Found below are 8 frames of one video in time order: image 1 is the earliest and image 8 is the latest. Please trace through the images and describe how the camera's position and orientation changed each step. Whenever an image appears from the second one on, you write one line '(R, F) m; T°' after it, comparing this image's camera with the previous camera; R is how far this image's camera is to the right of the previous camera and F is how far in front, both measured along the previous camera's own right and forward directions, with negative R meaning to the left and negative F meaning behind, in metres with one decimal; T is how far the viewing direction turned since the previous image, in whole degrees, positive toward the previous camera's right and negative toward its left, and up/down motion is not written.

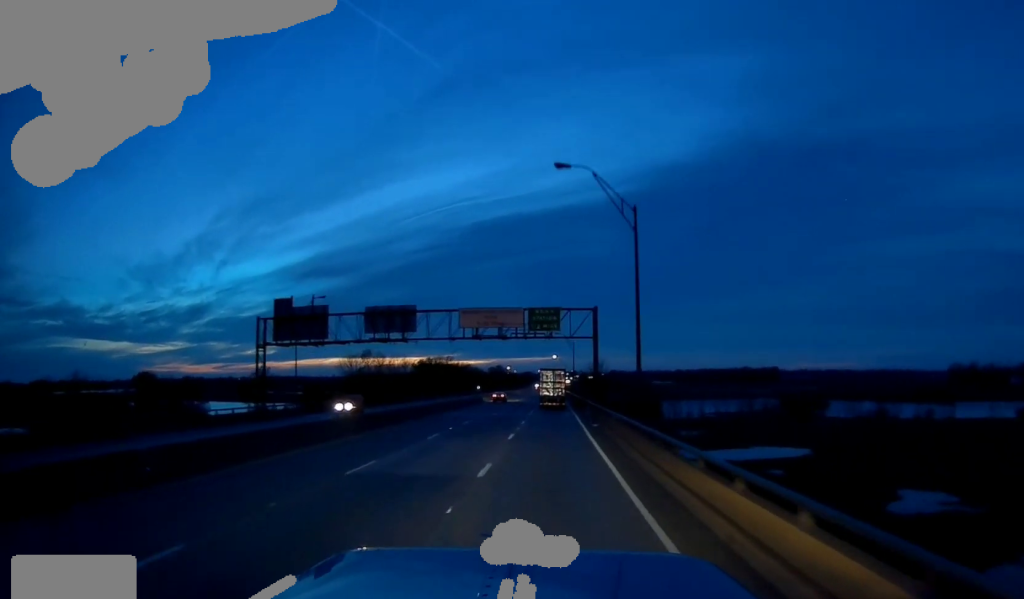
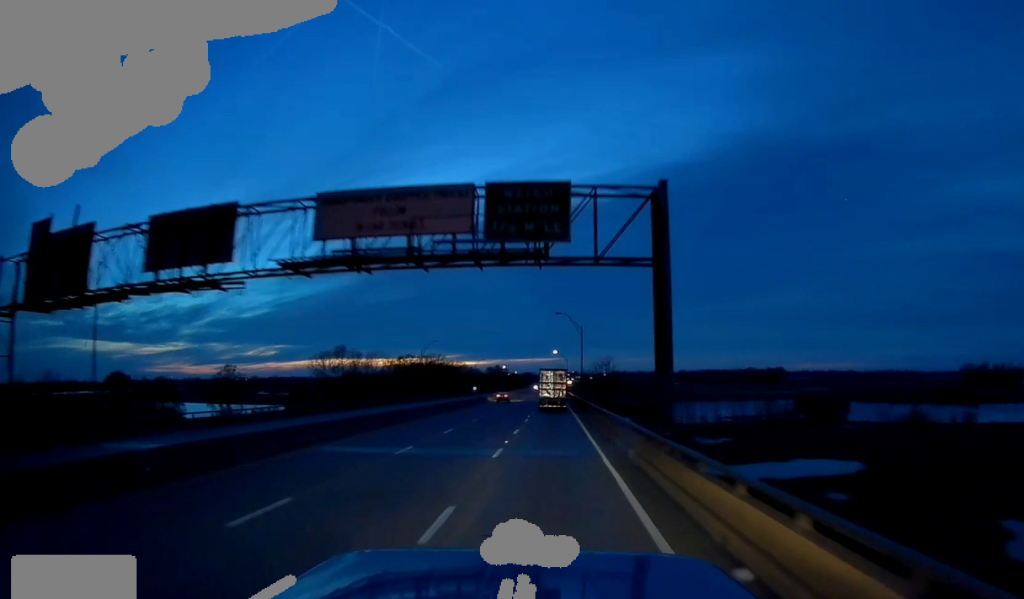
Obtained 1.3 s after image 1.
(+0.1, +32.9) m; +2°
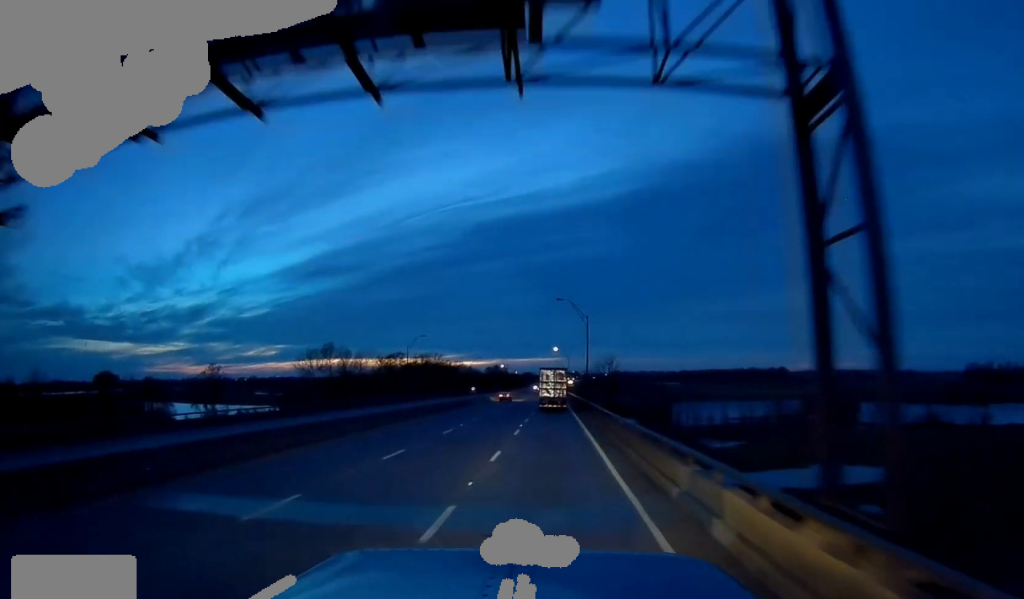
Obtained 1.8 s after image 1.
(+0.4, +12.8) m; +1°
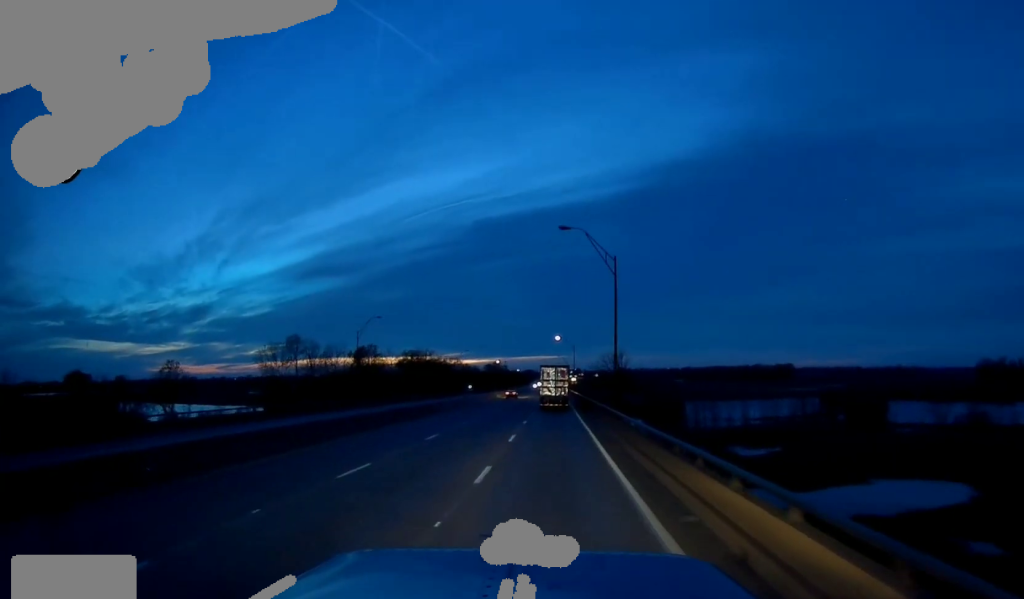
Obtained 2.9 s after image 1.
(-0.5, +29.3) m; -1°
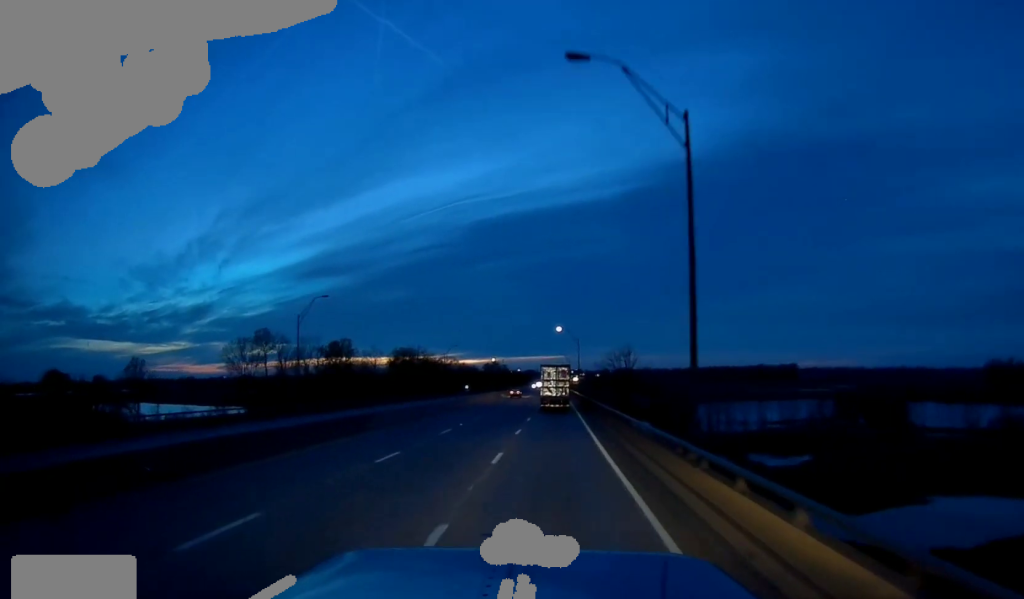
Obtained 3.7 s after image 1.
(0.0, +19.8) m; 0°
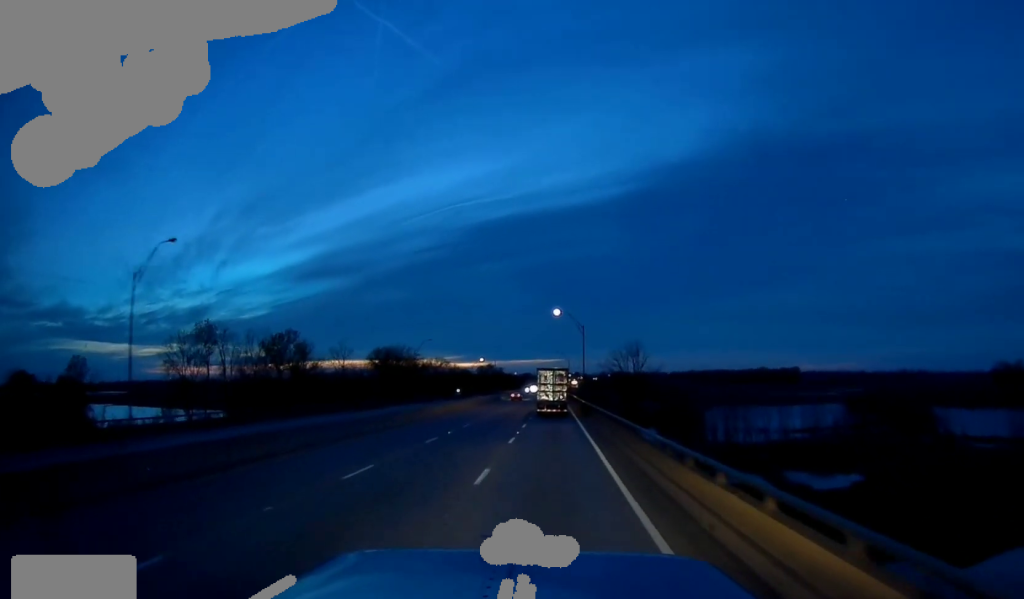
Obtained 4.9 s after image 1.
(0.0, +28.6) m; 0°
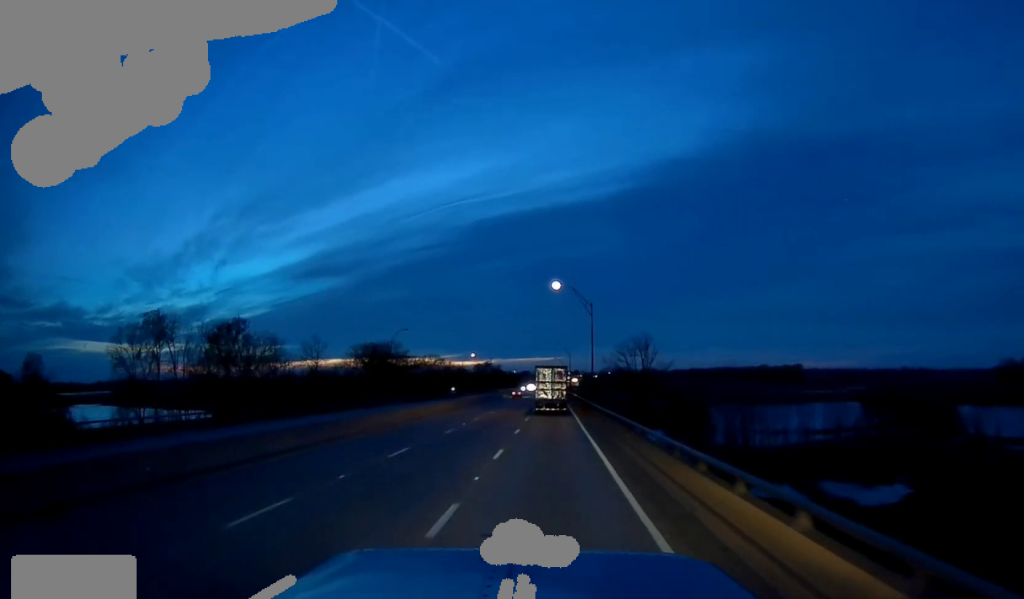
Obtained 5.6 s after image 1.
(0.0, +18.0) m; 0°
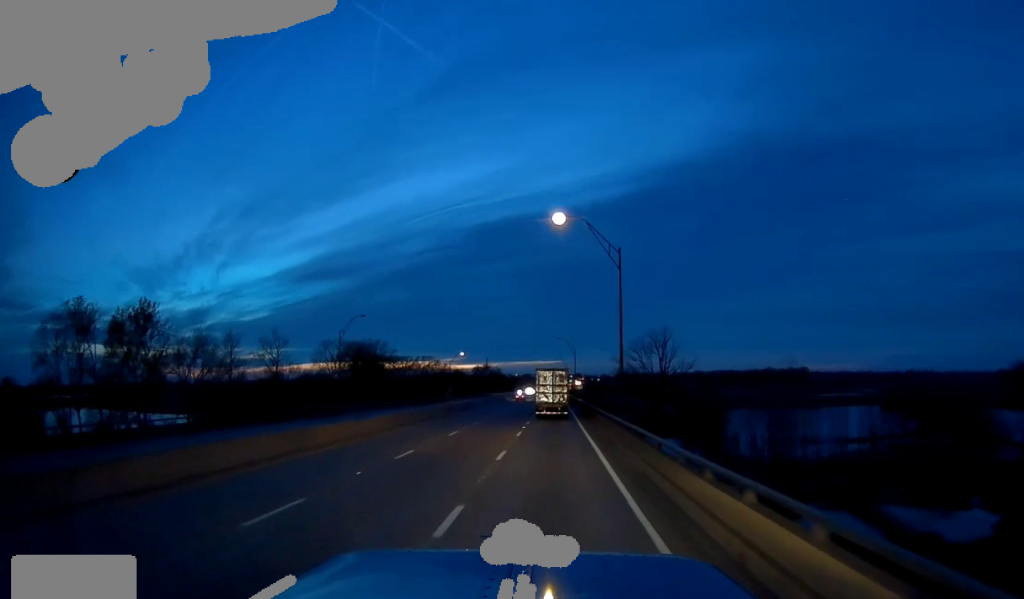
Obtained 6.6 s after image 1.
(0.0, +23.8) m; 0°
